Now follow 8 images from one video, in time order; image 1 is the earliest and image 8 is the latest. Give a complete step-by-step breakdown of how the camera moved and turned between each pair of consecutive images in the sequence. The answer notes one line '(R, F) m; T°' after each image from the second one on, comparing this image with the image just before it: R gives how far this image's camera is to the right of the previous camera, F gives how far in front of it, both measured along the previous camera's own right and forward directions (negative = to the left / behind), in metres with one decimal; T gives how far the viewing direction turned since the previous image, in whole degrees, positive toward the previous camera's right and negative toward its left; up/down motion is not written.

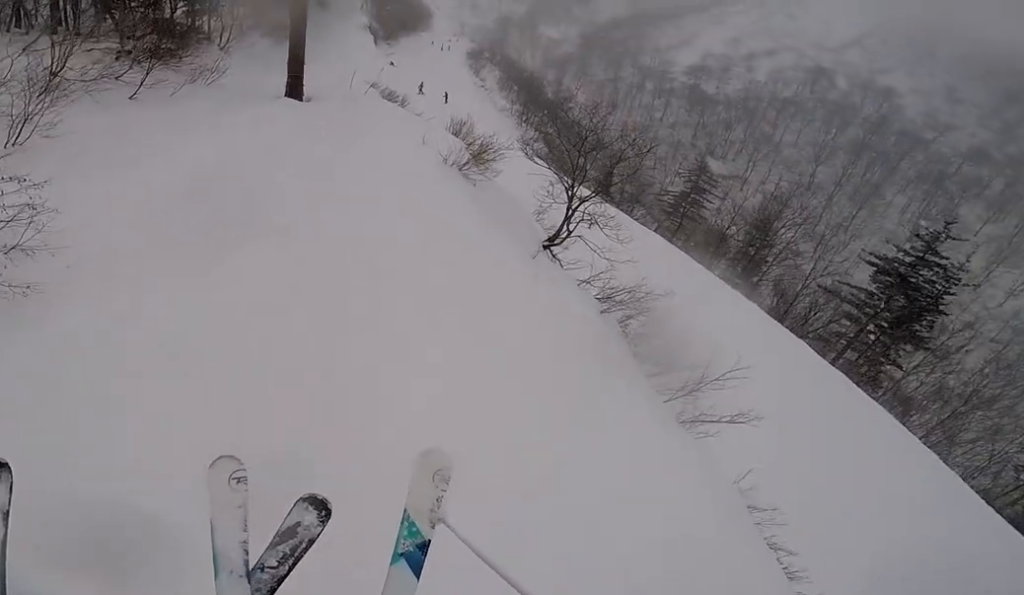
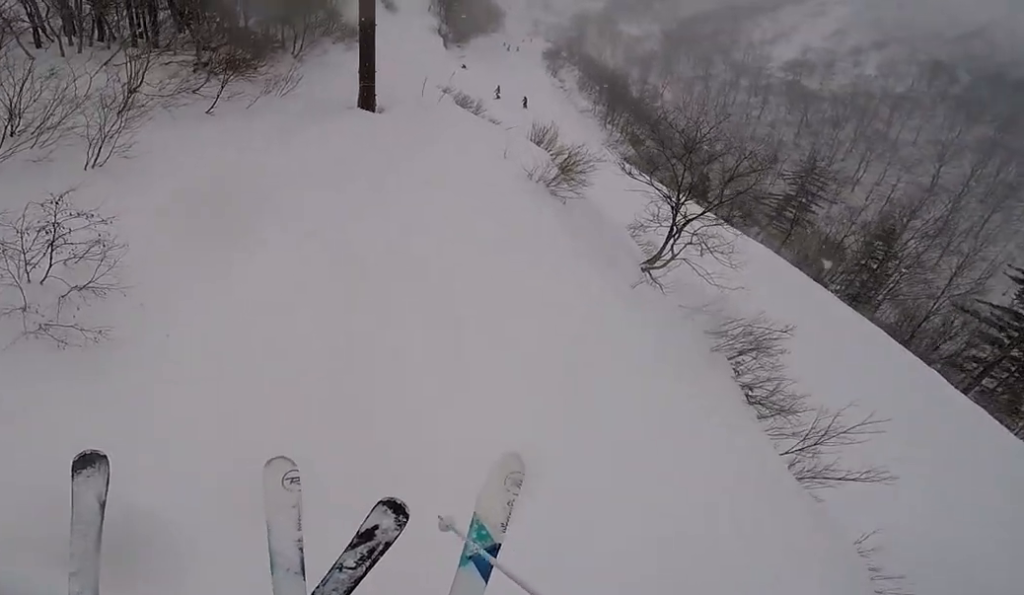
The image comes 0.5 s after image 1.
(+0.7, +0.9) m; -2°
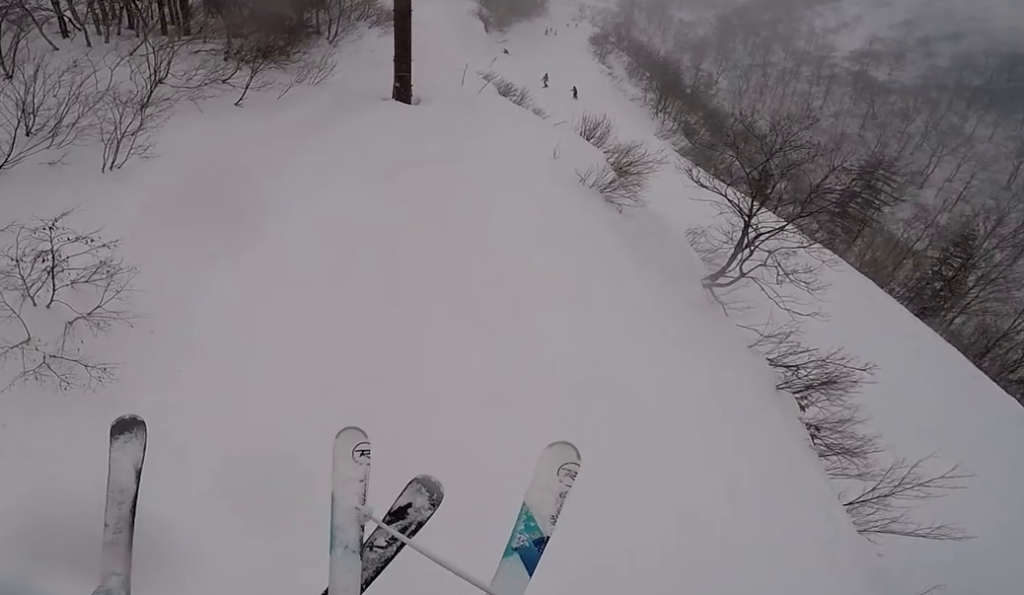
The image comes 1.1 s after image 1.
(-0.9, +1.2) m; +1°
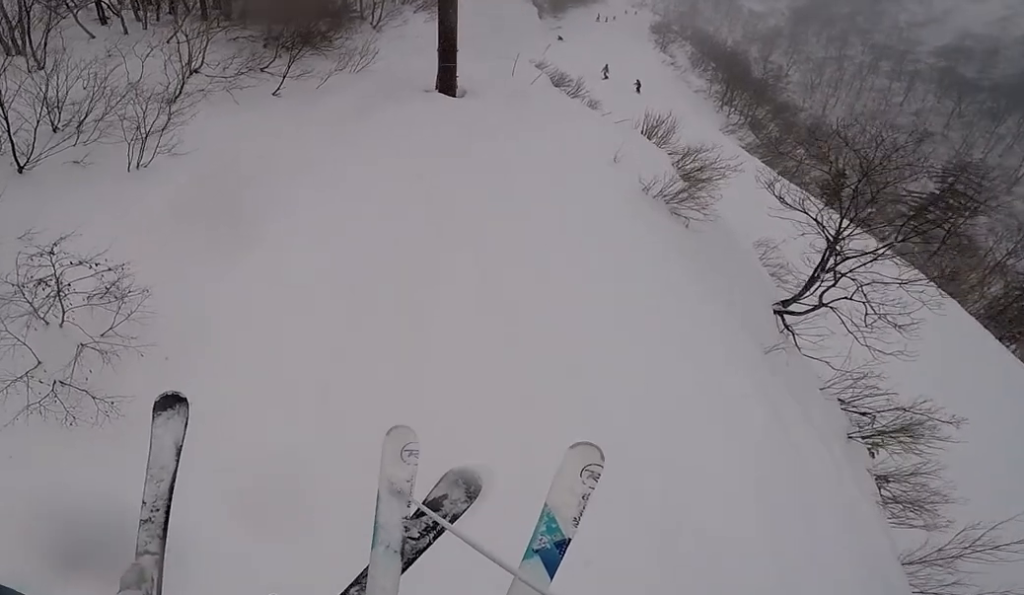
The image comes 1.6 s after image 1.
(-0.4, +1.0) m; +1°
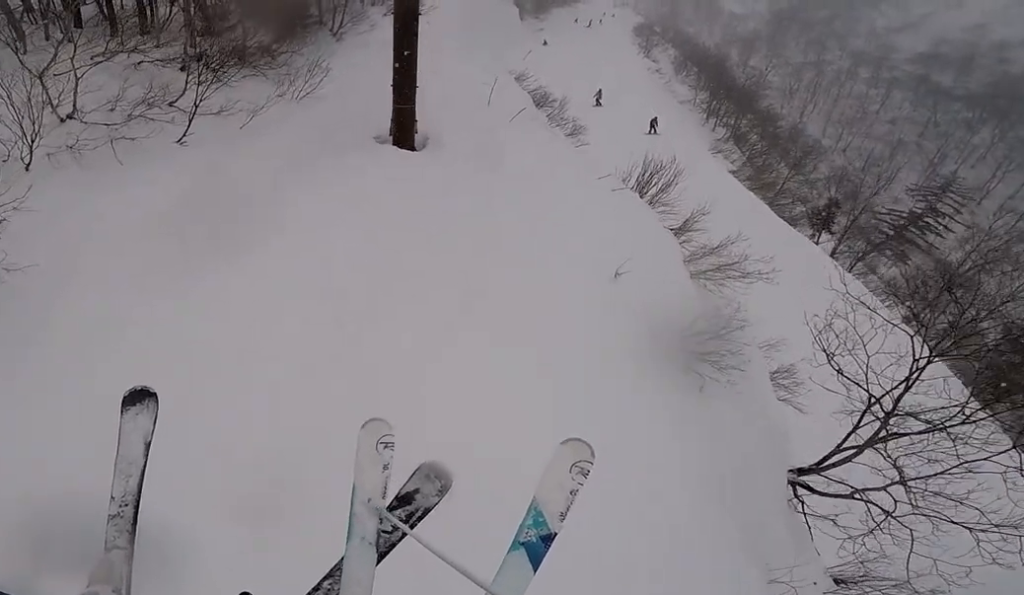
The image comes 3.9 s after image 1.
(+0.5, +4.5) m; 0°
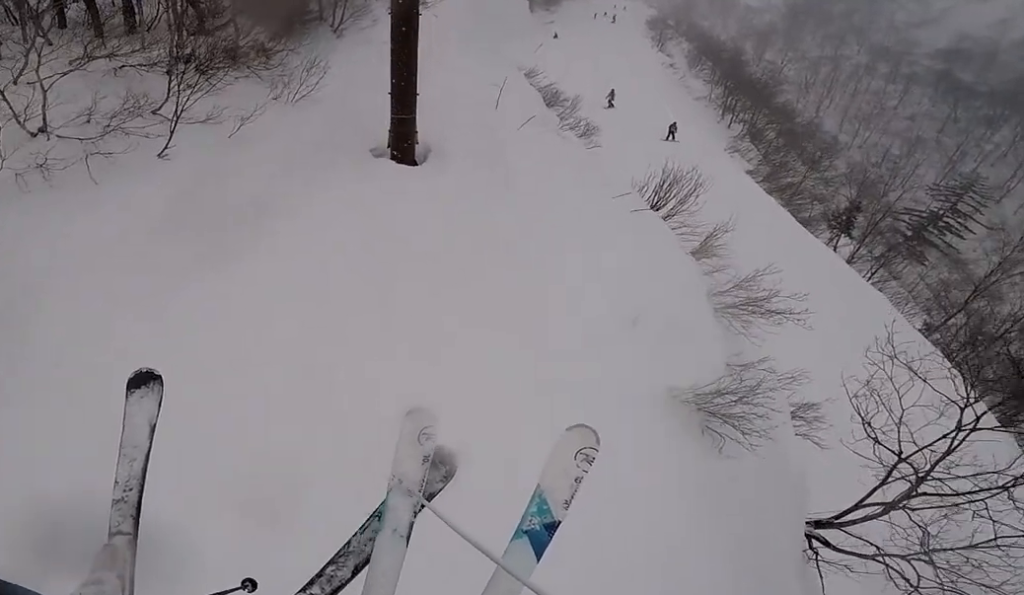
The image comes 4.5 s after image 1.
(+0.9, +1.1) m; 0°
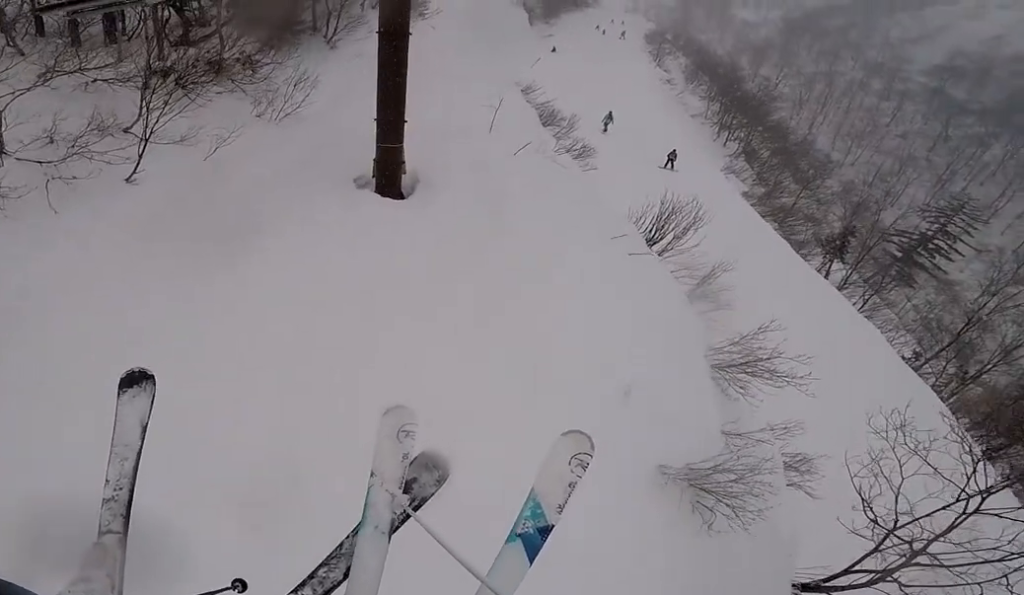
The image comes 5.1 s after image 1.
(-1.0, +1.2) m; 0°
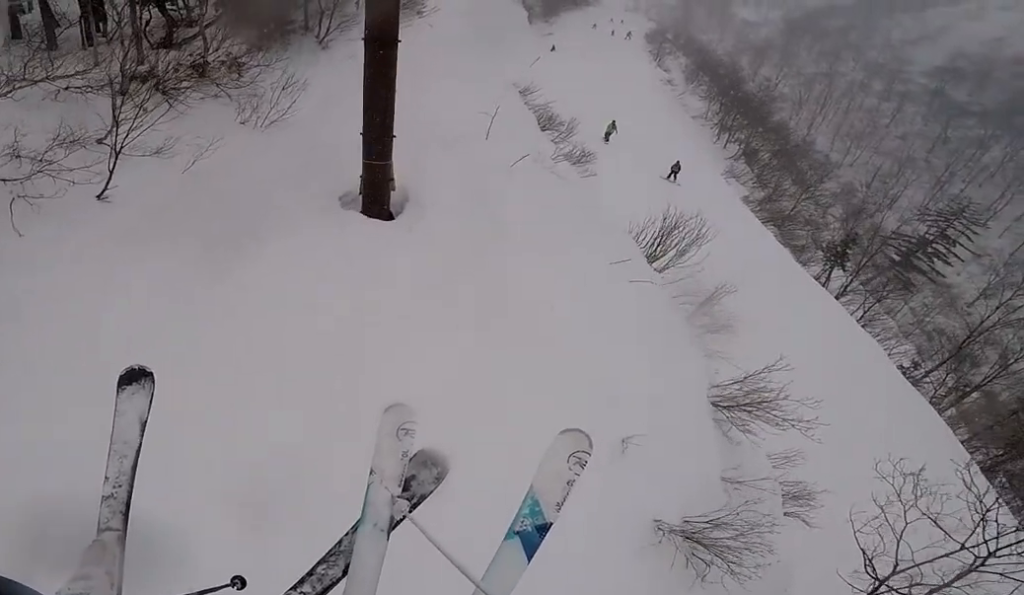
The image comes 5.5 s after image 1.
(-0.6, +1.0) m; 0°
